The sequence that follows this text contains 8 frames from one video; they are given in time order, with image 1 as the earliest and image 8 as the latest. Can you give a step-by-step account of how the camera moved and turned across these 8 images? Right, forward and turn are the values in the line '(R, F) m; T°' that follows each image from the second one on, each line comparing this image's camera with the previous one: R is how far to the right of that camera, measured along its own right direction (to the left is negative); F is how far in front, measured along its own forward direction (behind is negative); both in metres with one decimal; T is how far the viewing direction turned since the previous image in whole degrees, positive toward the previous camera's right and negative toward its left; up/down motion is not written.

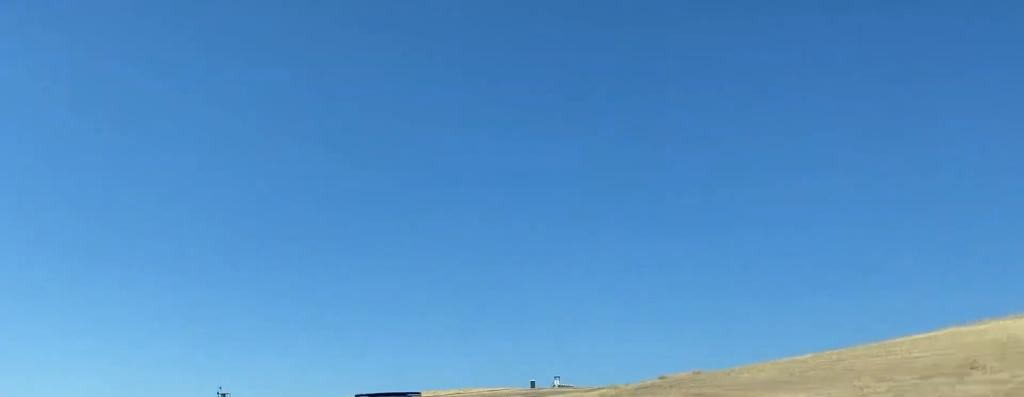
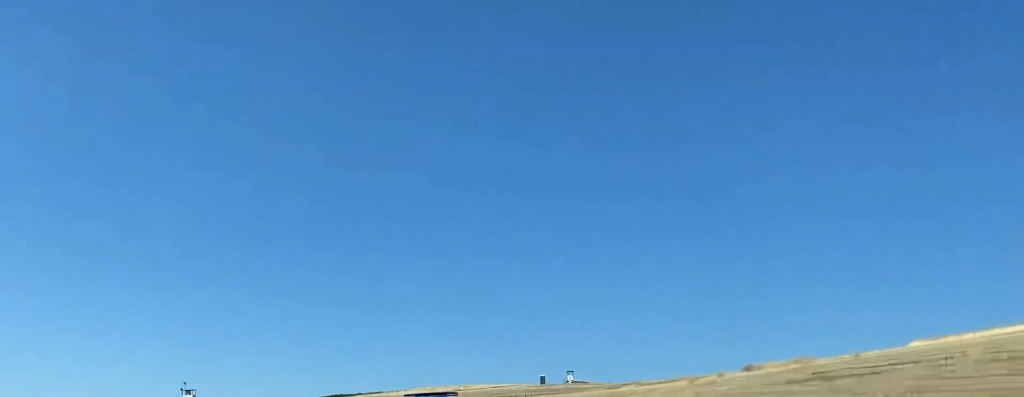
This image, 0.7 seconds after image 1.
(-0.1, +23.1) m; -3°
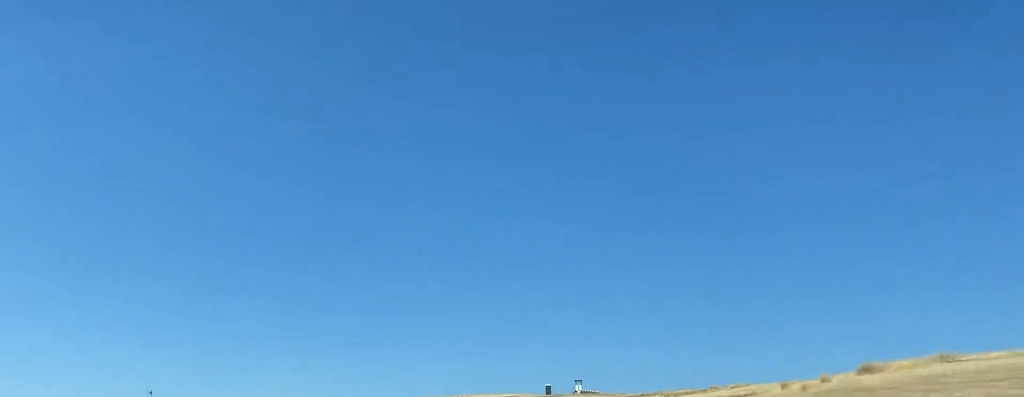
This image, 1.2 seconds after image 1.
(+0.3, +15.1) m; -9°
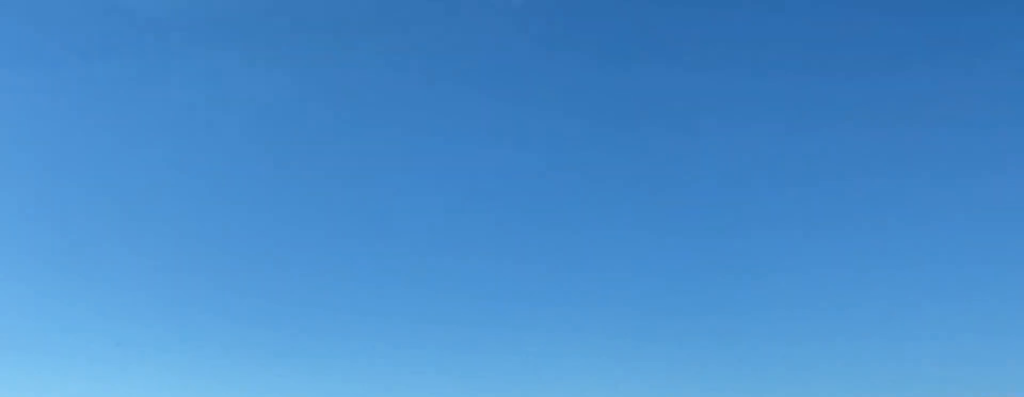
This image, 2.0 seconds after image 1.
(-3.3, +21.6) m; -18°
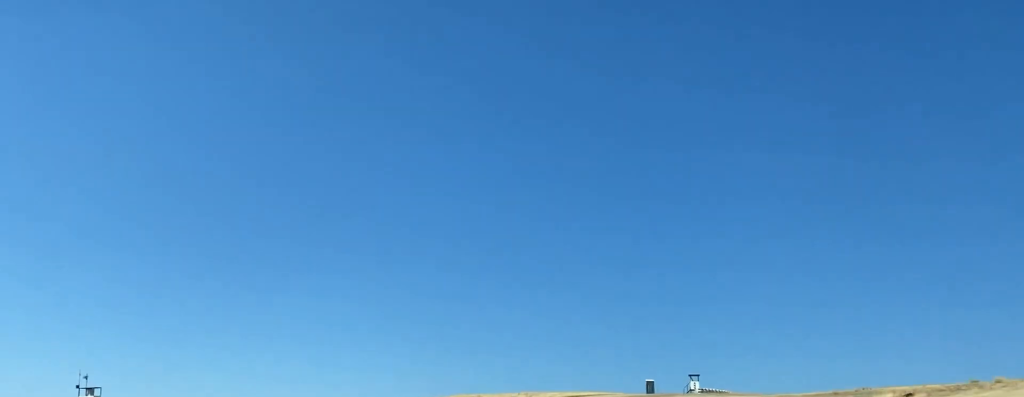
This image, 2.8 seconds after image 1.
(-4.4, +20.1) m; -15°
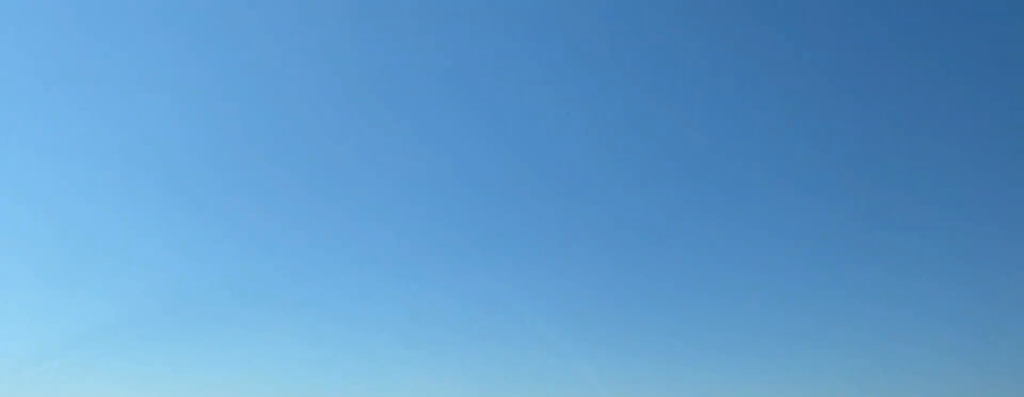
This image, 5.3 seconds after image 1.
(-15.9, +62.8) m; -26°
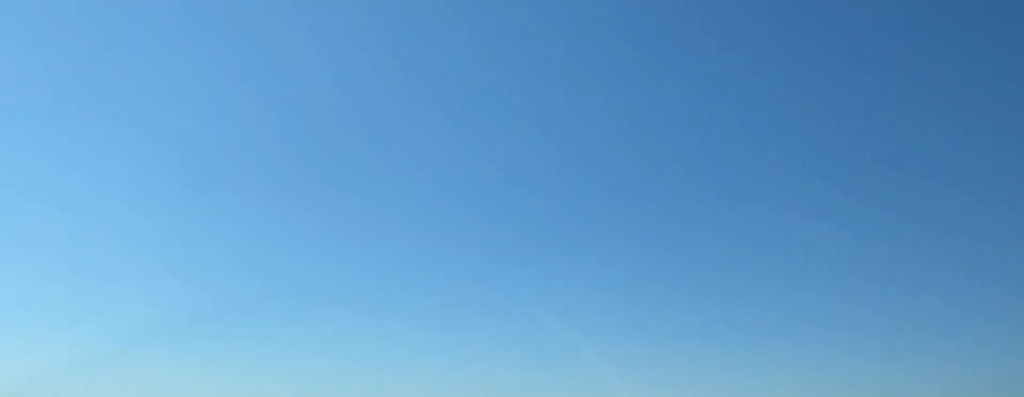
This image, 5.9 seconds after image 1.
(-0.7, +19.5) m; +1°
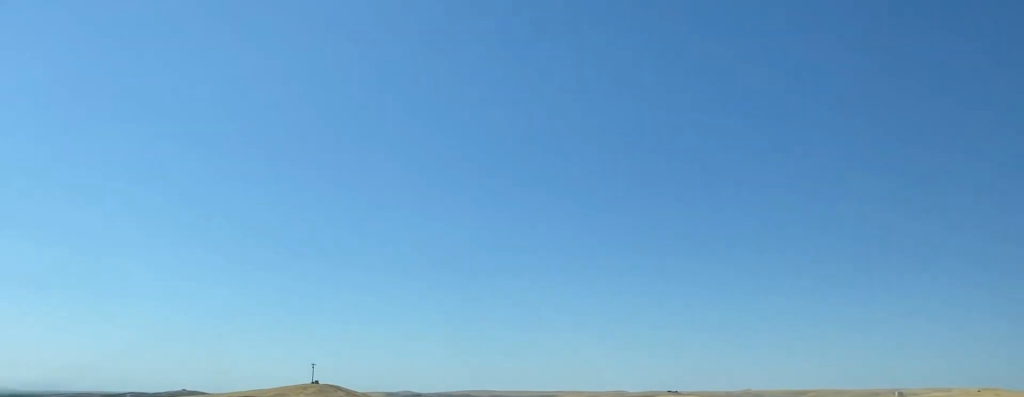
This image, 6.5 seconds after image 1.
(+1.9, +22.2) m; +7°
